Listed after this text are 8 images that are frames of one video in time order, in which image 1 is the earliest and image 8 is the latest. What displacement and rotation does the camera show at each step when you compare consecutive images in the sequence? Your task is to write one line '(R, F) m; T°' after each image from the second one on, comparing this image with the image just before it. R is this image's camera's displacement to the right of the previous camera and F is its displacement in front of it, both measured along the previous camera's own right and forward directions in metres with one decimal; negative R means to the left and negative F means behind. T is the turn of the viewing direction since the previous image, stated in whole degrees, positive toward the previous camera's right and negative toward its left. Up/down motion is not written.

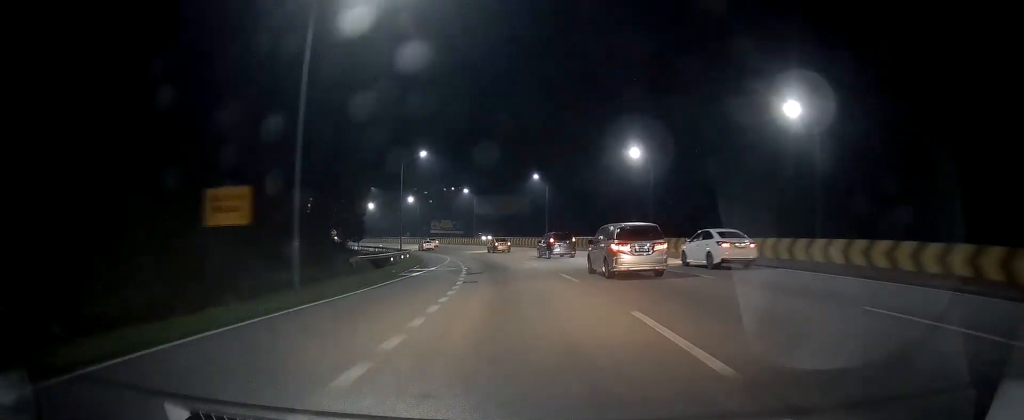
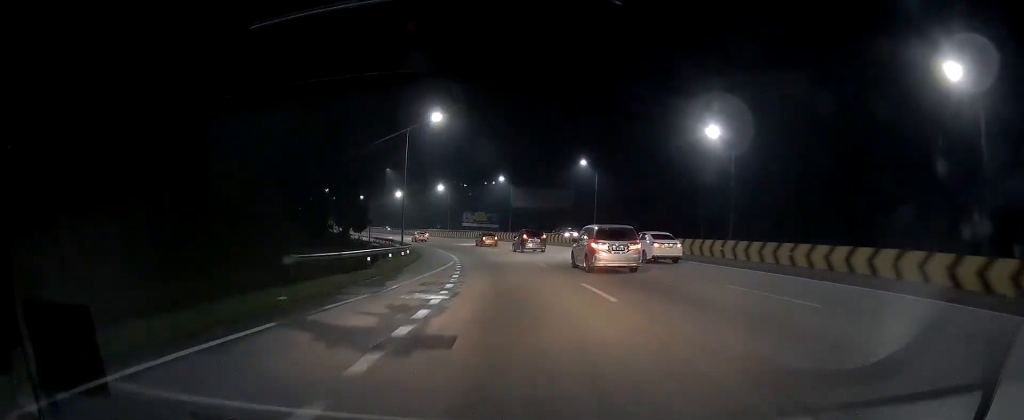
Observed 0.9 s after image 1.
(-1.0, +17.6) m; -5°
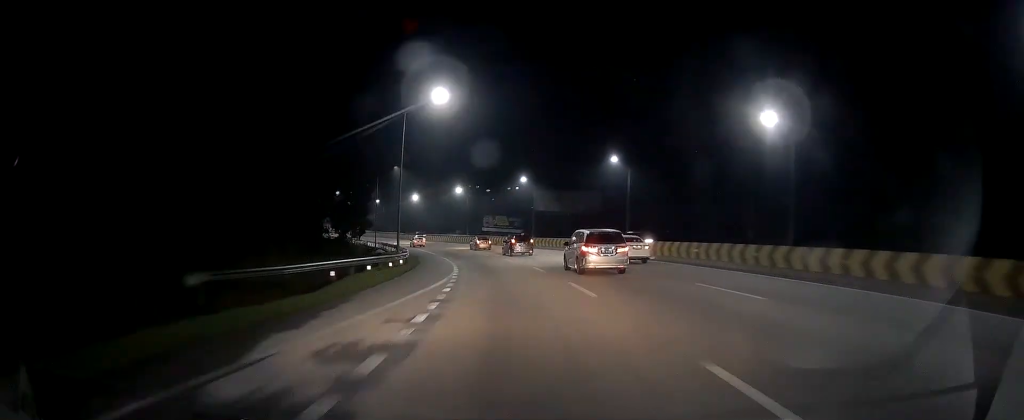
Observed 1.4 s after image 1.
(-0.3, +9.9) m; -2°
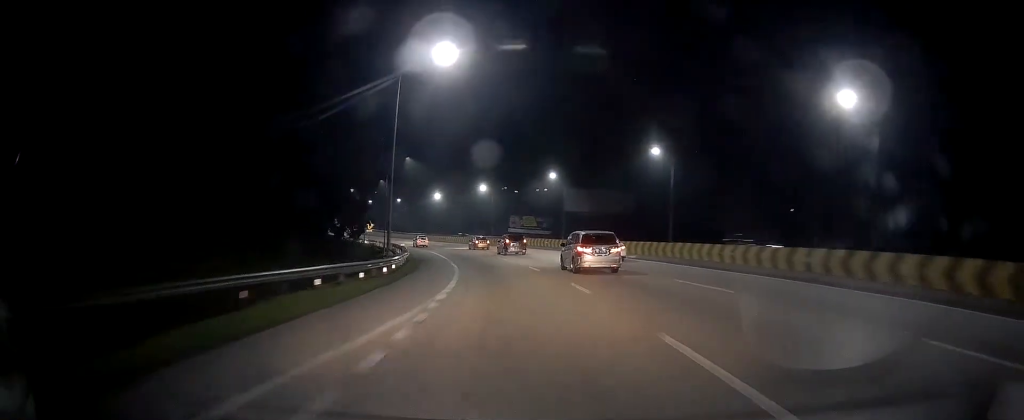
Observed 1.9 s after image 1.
(0.0, +9.9) m; -2°
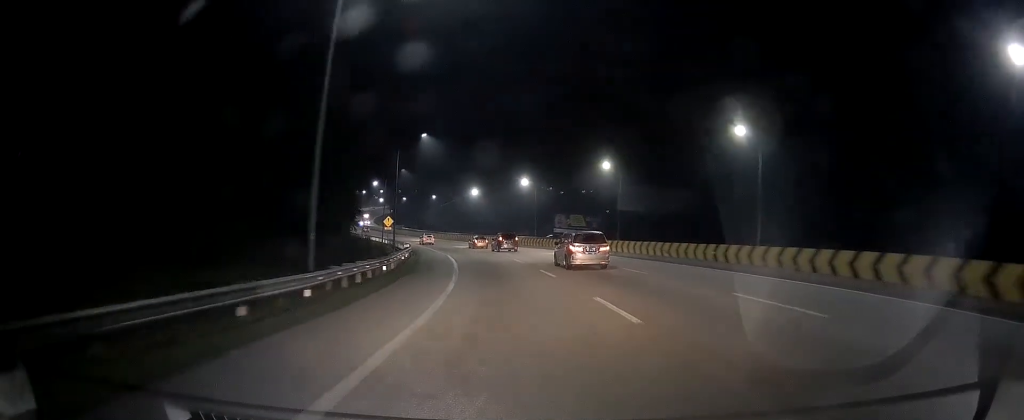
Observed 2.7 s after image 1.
(-0.3, +15.3) m; -4°
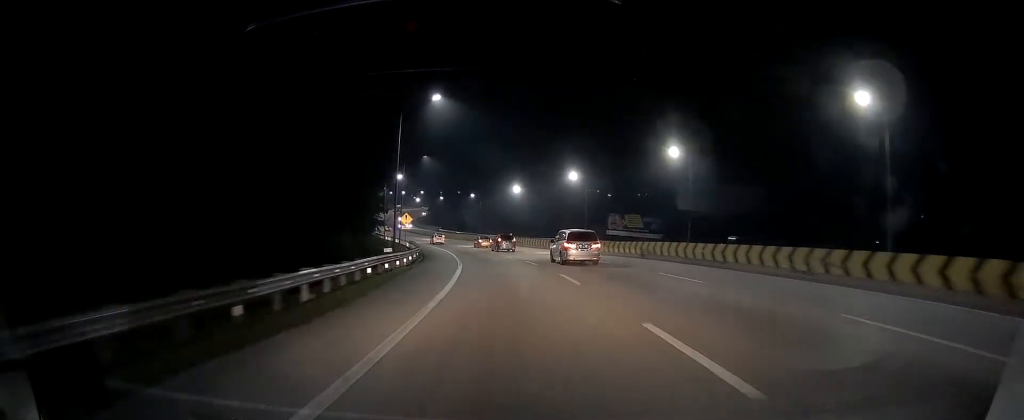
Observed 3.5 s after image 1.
(-0.6, +16.1) m; -6°
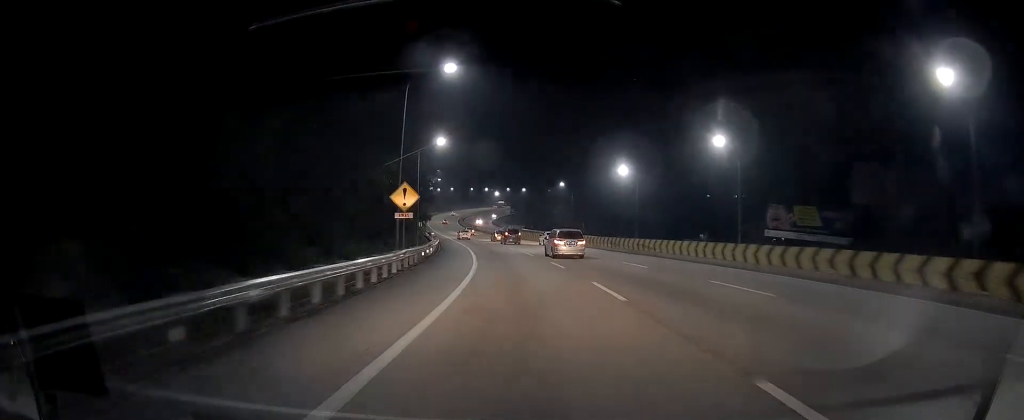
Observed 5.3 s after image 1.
(-4.0, +38.8) m; -8°
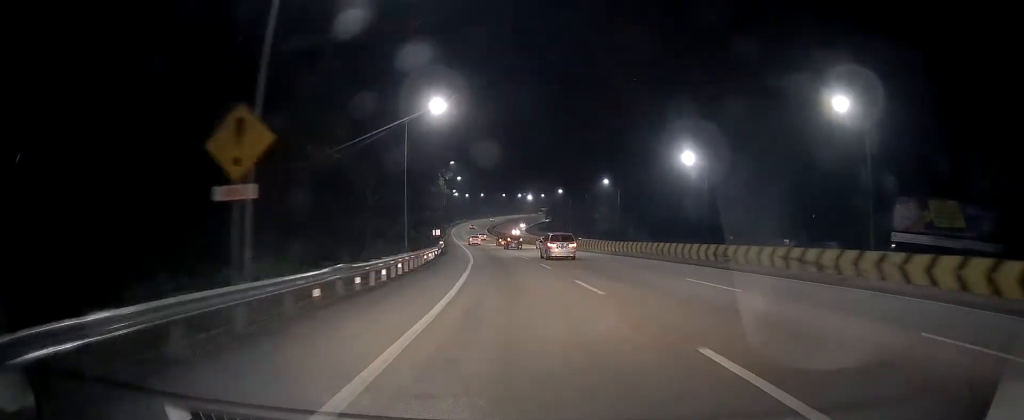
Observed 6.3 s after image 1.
(-0.1, +21.4) m; -3°
